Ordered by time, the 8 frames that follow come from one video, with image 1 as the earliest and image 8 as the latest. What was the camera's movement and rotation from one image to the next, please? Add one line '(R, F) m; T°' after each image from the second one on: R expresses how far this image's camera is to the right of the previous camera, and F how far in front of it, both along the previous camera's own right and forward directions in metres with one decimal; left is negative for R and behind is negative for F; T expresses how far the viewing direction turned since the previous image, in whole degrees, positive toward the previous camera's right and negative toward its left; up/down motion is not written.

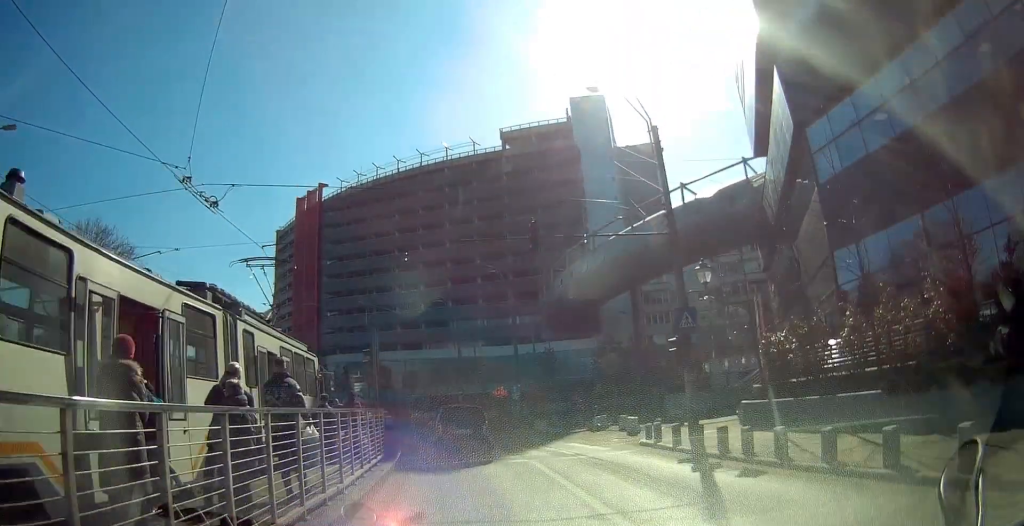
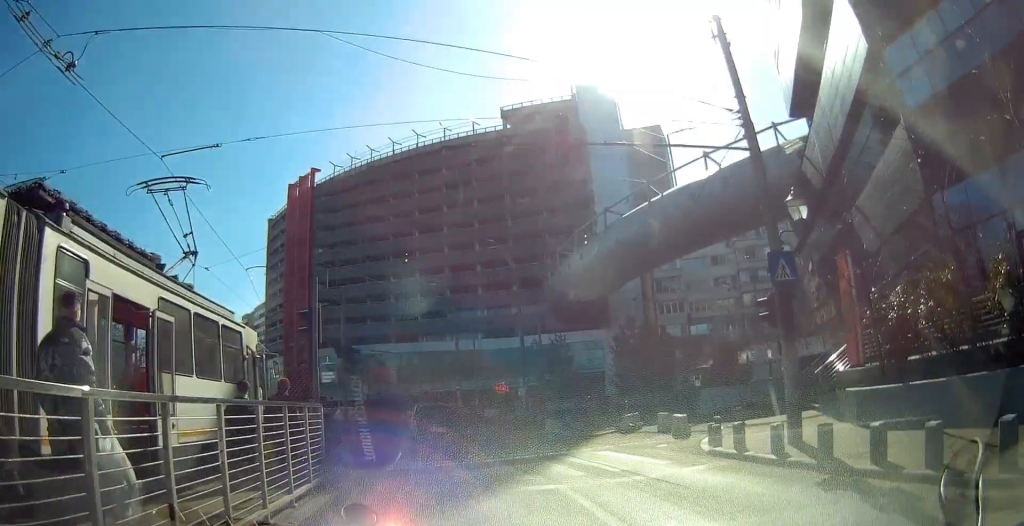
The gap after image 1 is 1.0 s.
(0.0, +5.5) m; 0°
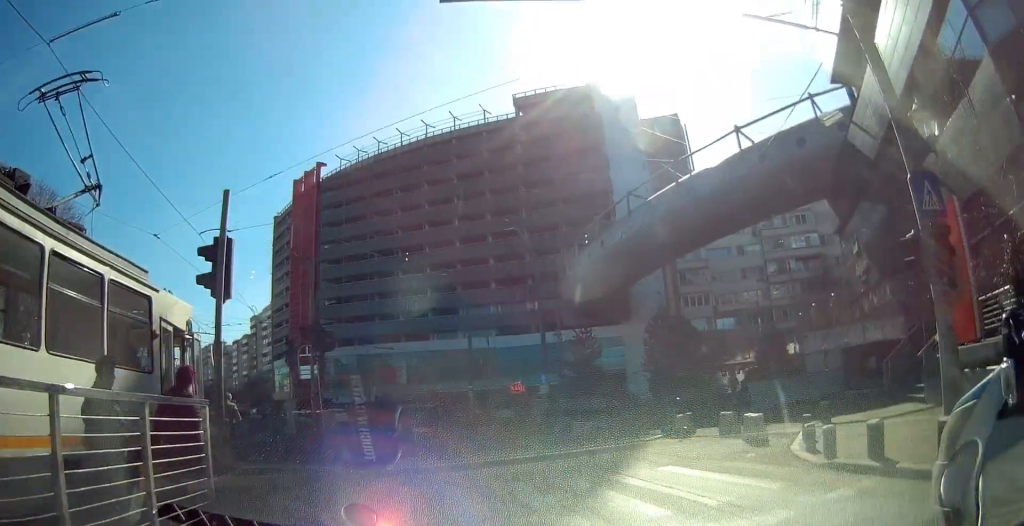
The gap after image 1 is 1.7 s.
(+0.1, +4.0) m; -2°
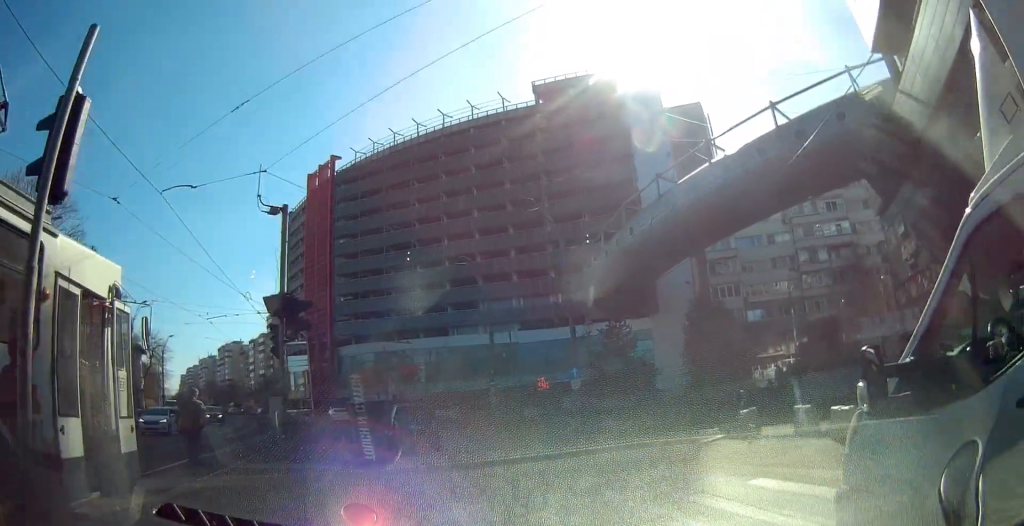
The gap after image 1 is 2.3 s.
(-0.2, +3.0) m; -1°
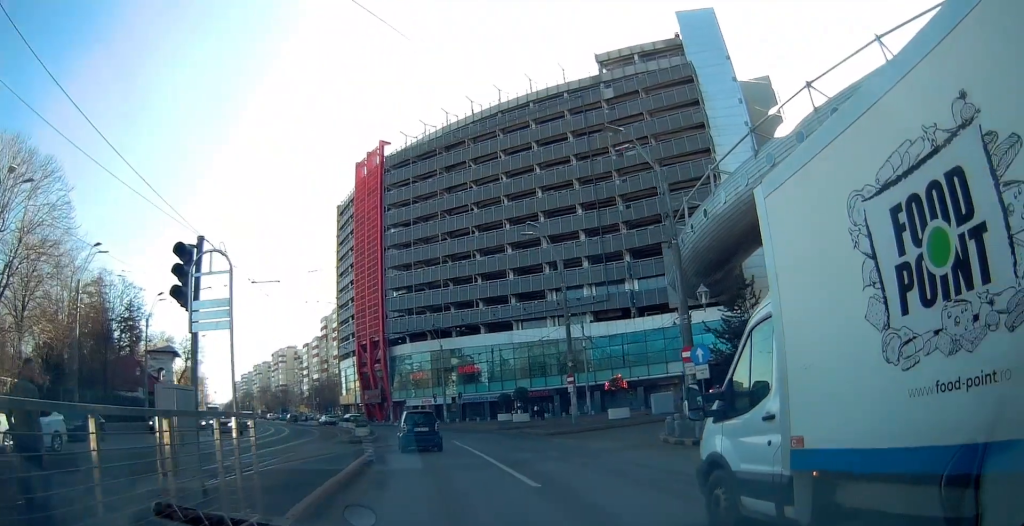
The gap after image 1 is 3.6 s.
(0.0, +7.5) m; -1°
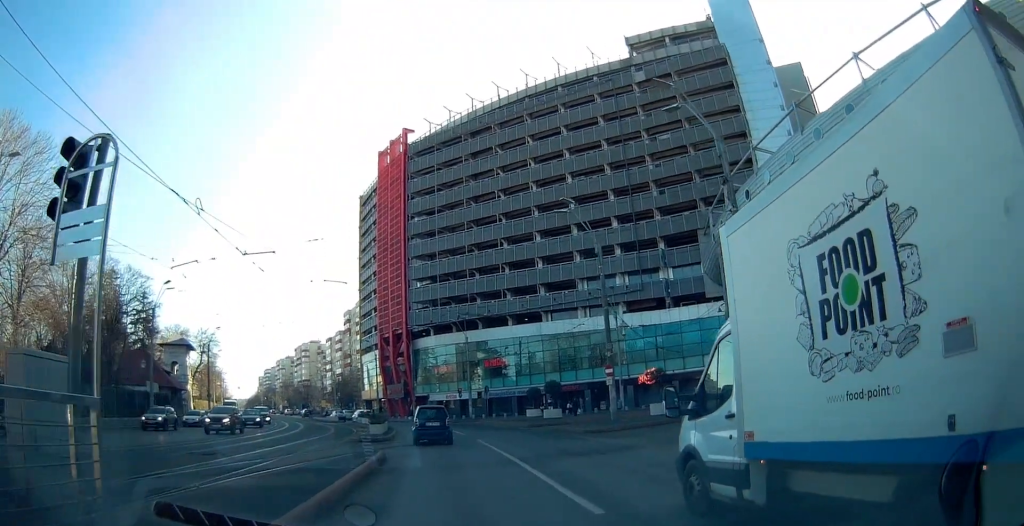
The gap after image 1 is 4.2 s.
(-0.1, +2.8) m; -4°
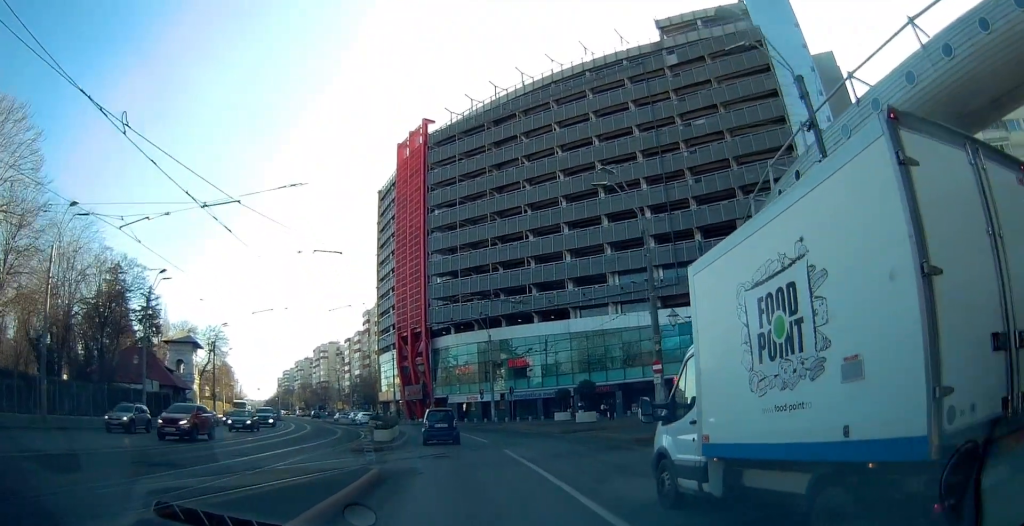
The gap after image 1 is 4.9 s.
(-0.1, +3.8) m; -6°
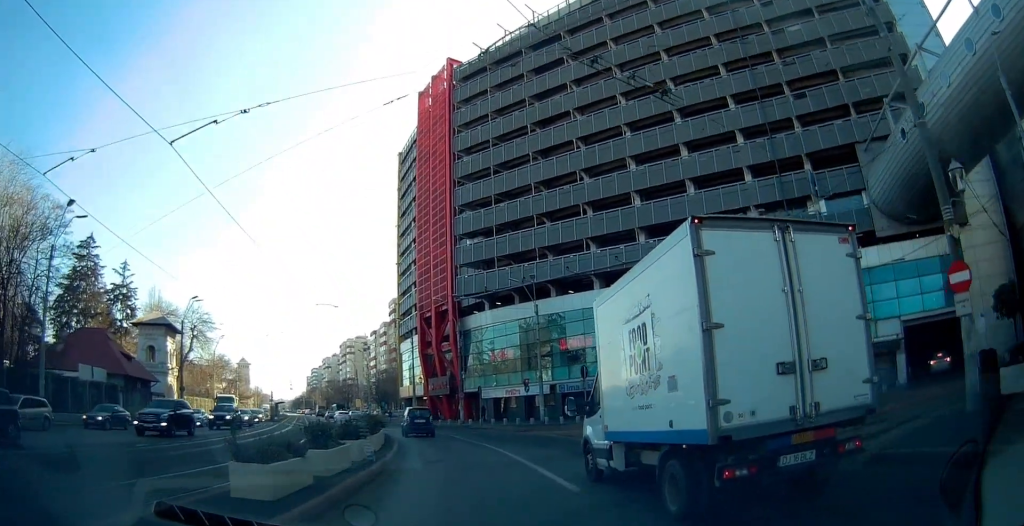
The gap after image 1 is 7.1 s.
(-1.7, +14.7) m; -8°
